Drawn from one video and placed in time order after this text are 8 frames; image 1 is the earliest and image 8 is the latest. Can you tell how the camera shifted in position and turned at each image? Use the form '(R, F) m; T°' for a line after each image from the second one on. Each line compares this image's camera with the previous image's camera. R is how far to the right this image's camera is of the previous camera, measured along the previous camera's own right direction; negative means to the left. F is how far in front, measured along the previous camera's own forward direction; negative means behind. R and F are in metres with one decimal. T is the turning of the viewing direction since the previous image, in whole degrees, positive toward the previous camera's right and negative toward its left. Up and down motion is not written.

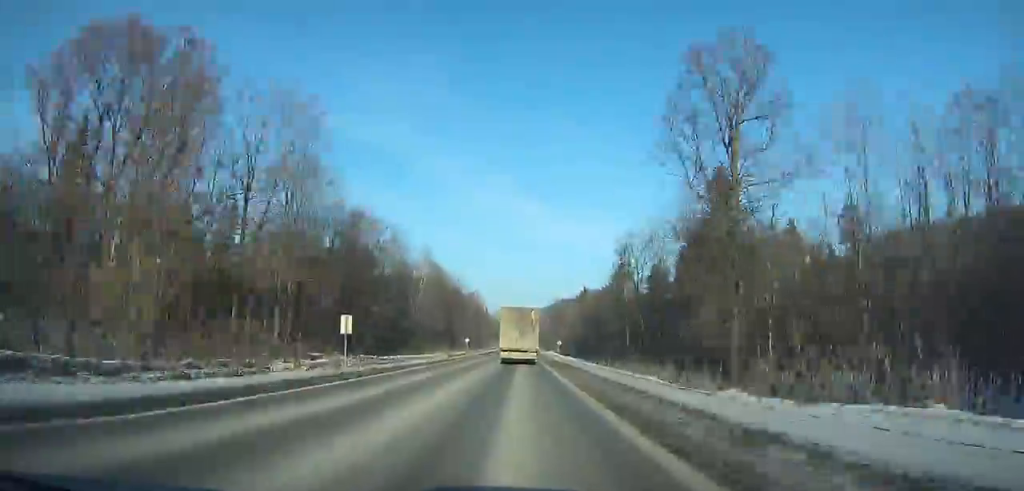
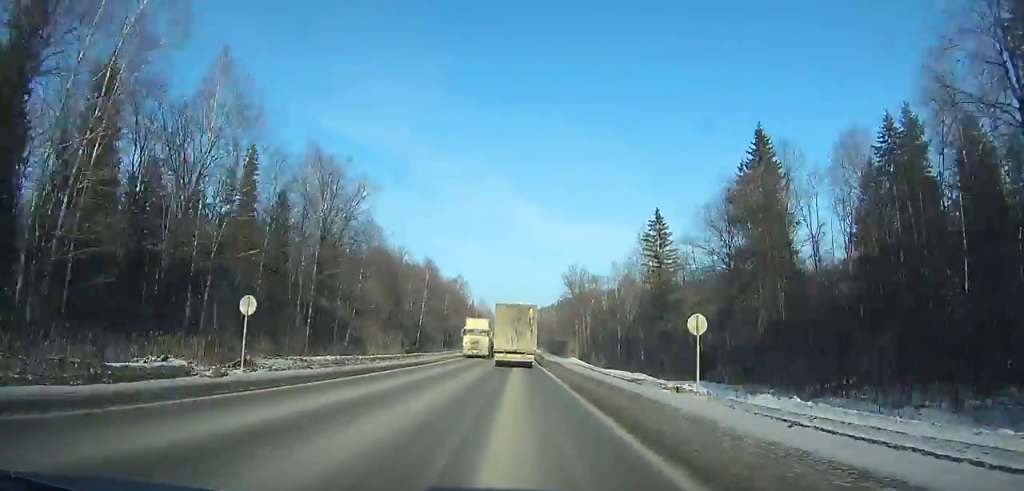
(+3.7, +81.3) m; +3°
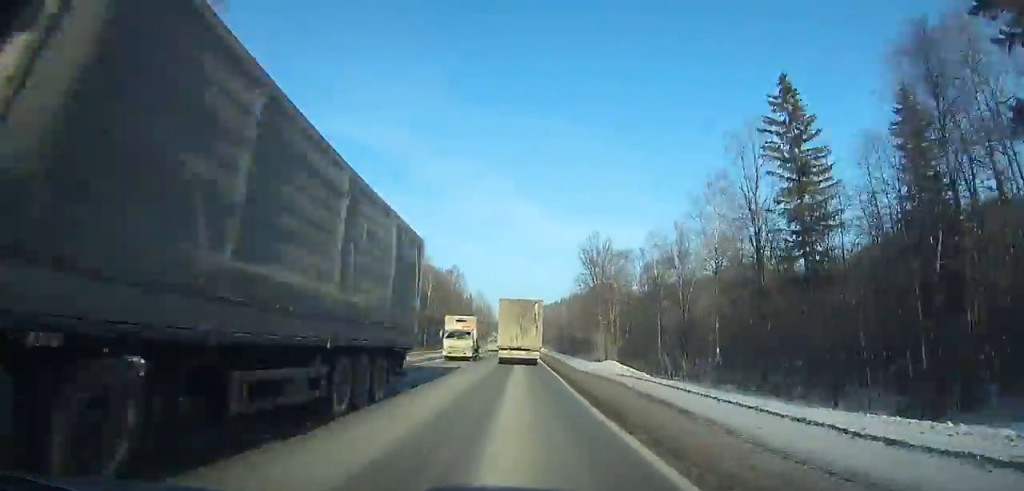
(0.0, +32.0) m; 0°
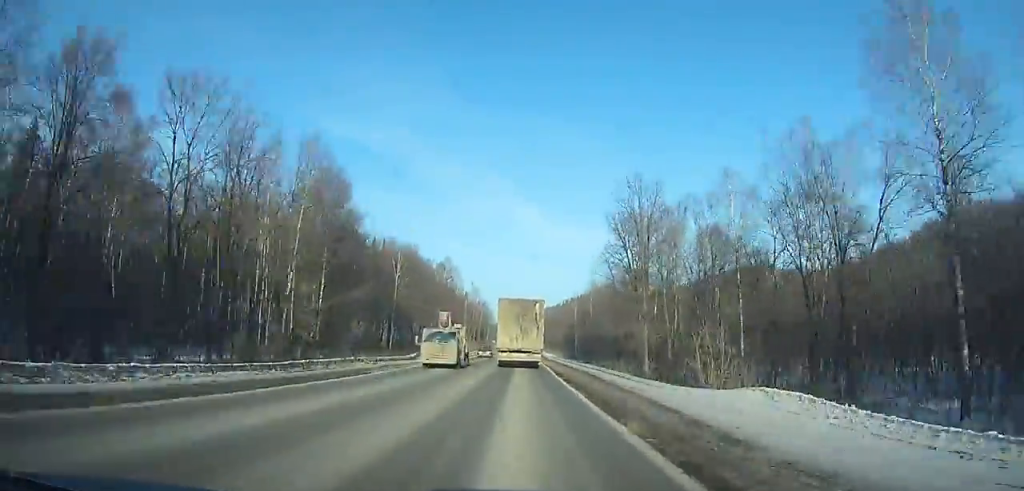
(0.0, +31.8) m; 0°
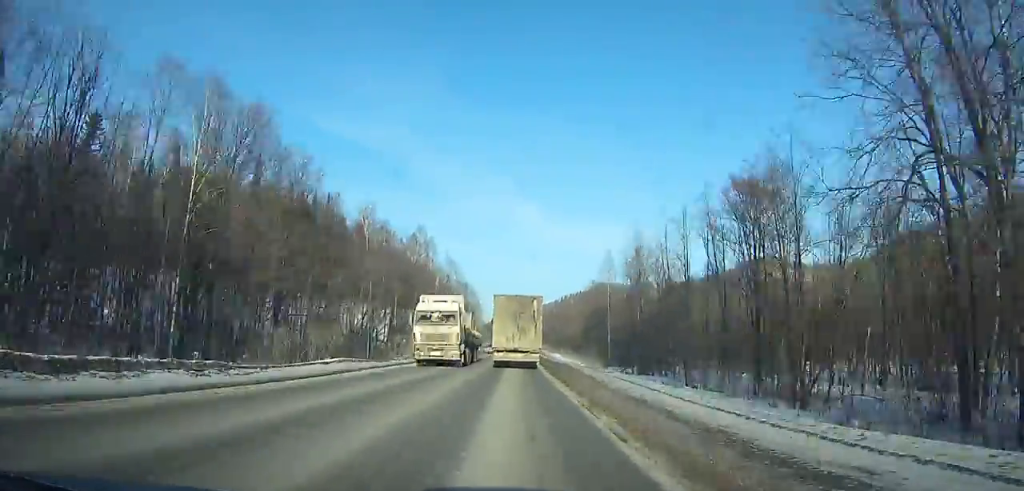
(+0.3, +56.1) m; 0°
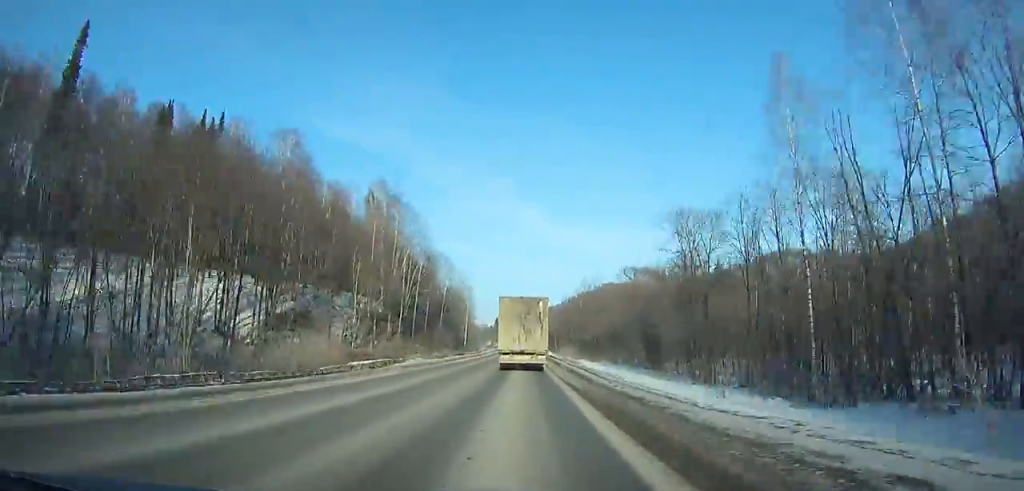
(-0.3, +57.8) m; -1°
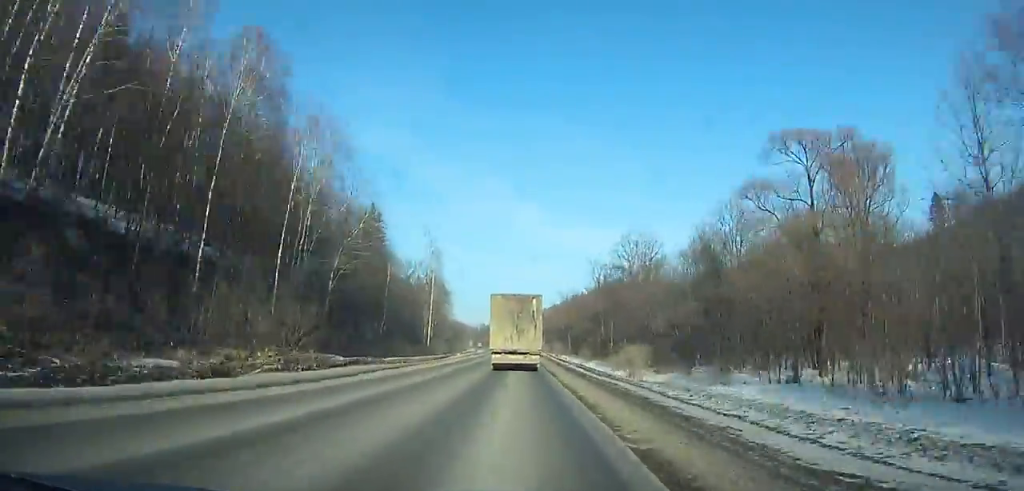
(-0.8, +62.7) m; +3°
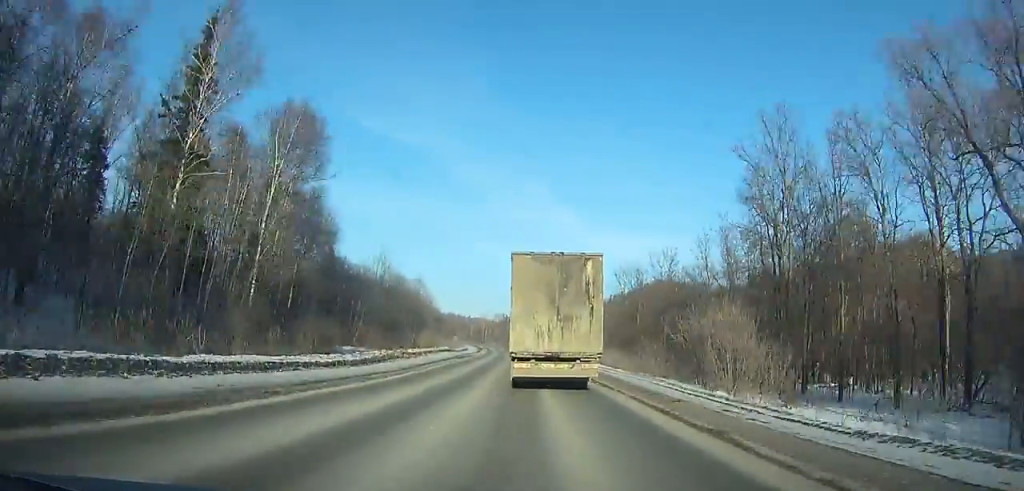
(-7.0, +130.5) m; -10°
